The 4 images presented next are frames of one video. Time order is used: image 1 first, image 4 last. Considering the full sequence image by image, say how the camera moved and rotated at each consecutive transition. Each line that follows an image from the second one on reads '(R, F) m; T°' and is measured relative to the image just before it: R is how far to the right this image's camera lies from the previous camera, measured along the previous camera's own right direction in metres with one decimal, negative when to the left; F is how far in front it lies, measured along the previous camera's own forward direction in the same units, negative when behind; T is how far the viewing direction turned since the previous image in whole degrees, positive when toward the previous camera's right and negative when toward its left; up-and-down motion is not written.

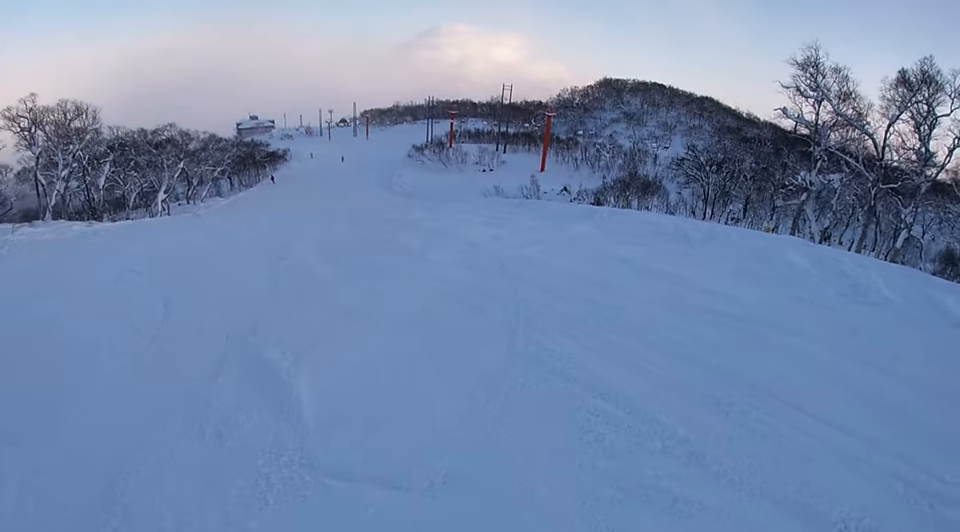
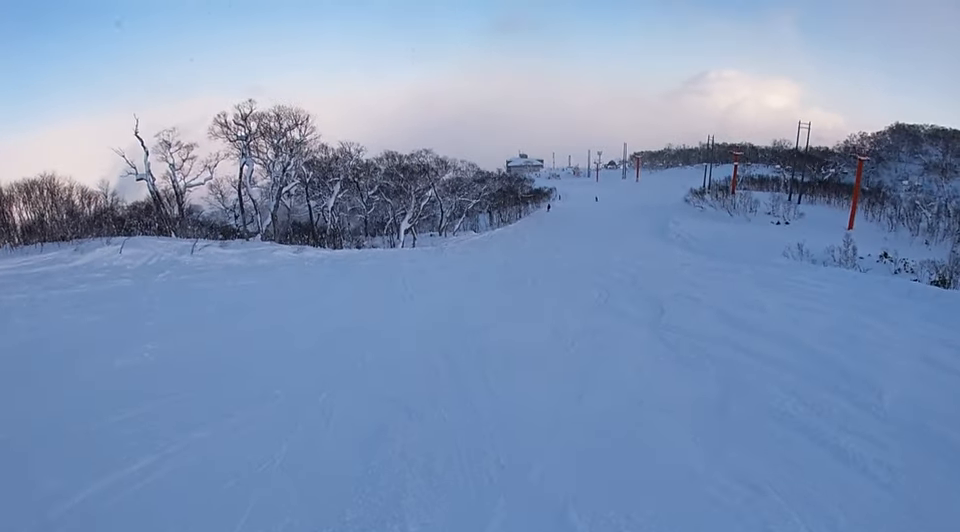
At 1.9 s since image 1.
(-2.6, +10.7) m; -31°
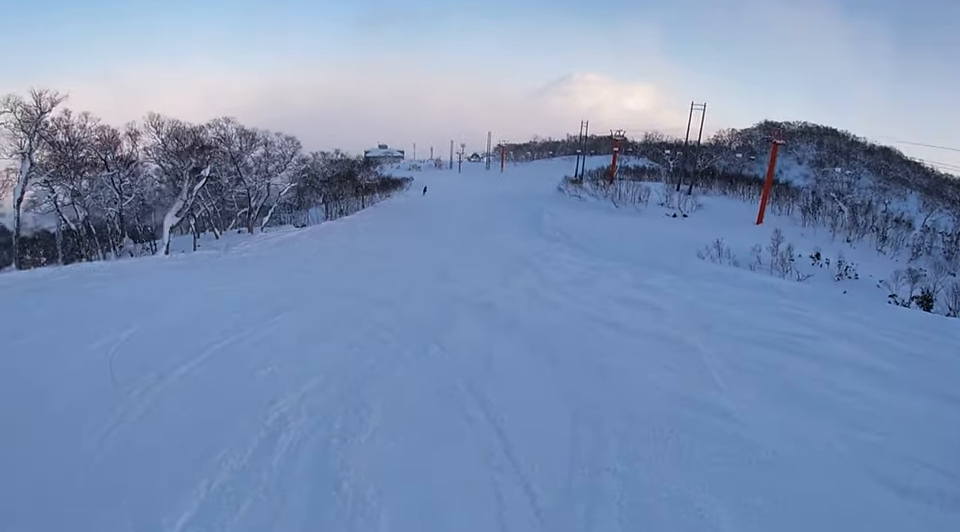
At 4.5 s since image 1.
(+4.8, +16.6) m; +29°
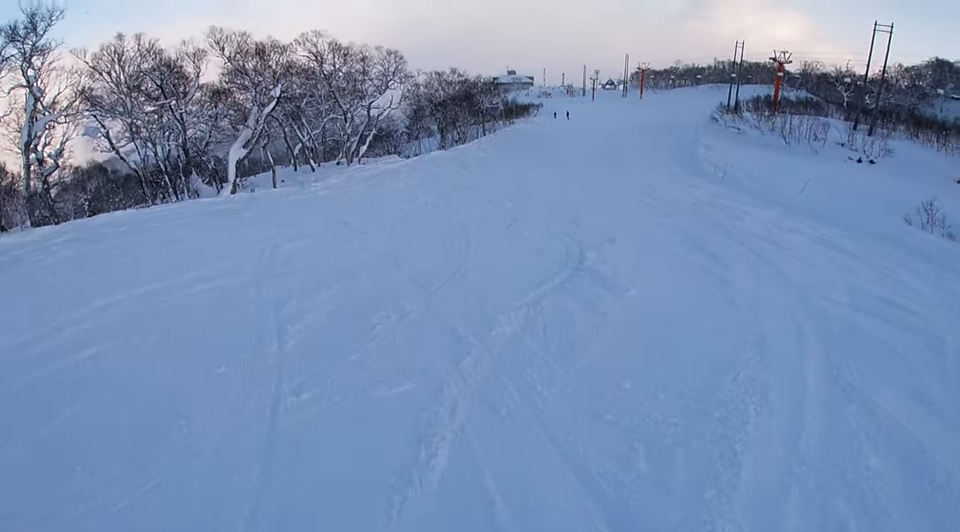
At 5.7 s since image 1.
(-0.8, +8.5) m; -14°
